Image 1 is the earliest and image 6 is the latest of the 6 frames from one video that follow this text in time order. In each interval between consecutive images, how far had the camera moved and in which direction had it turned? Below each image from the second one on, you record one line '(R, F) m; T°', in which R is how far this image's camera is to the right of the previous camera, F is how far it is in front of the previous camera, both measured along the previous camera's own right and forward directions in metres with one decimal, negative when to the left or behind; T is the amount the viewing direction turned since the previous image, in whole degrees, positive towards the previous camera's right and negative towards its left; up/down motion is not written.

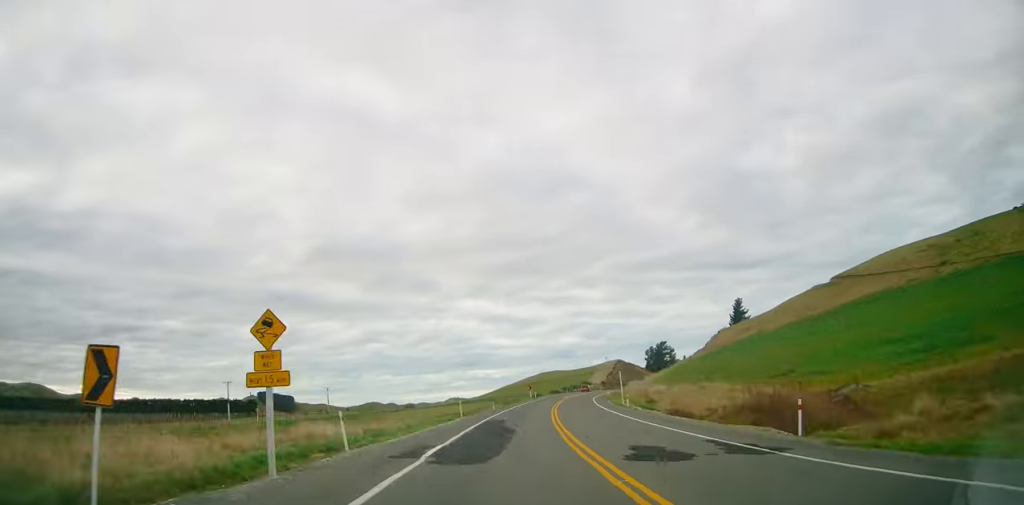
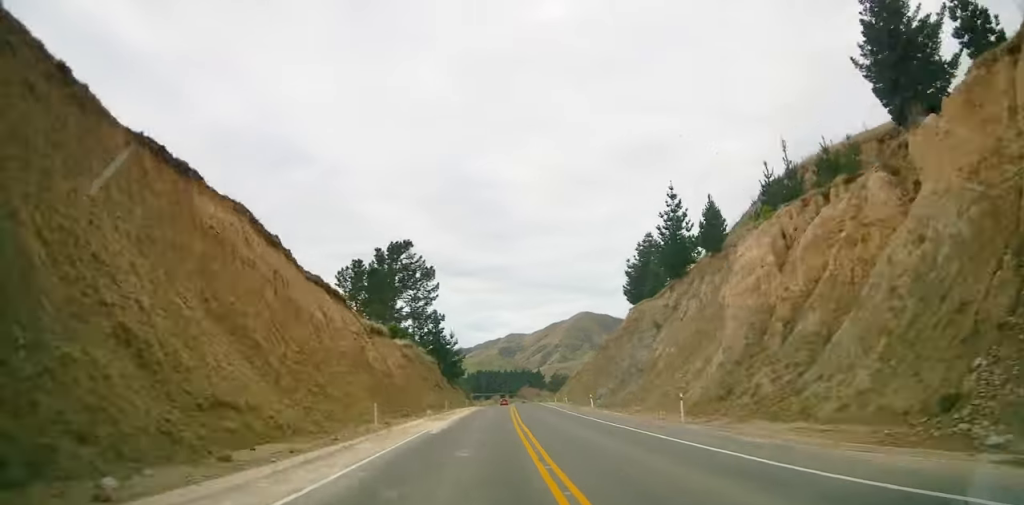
(+53.9, +197.4) m; +24°
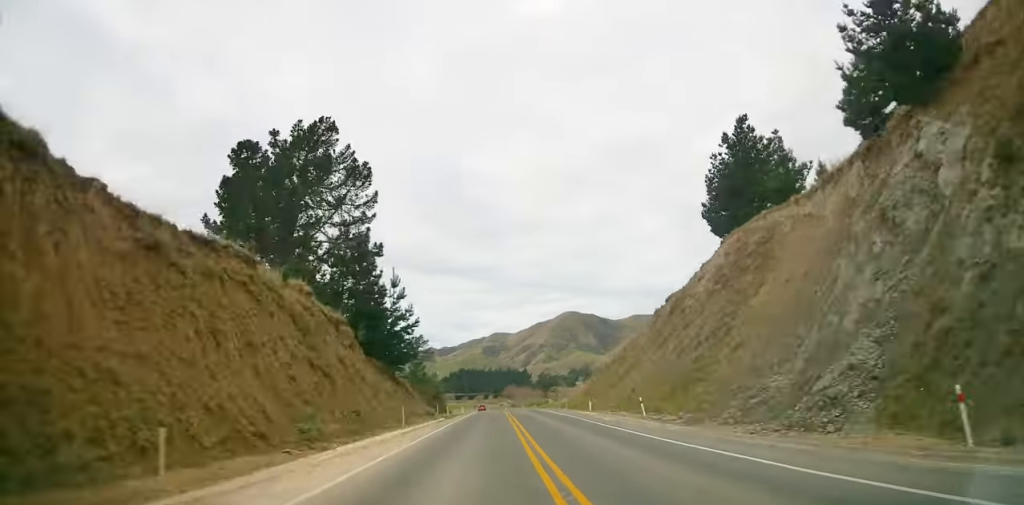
(+1.5, +39.4) m; +1°
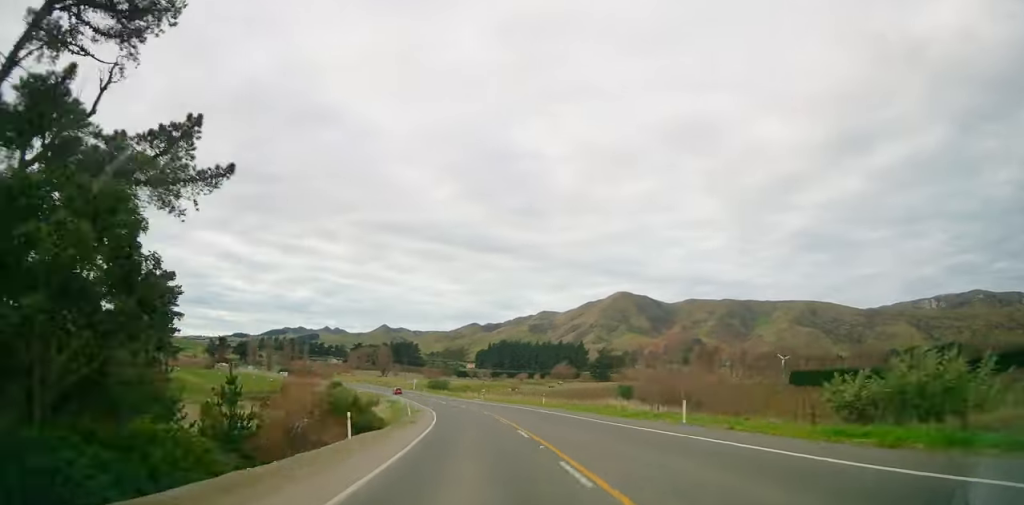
(-2.0, +128.1) m; -9°
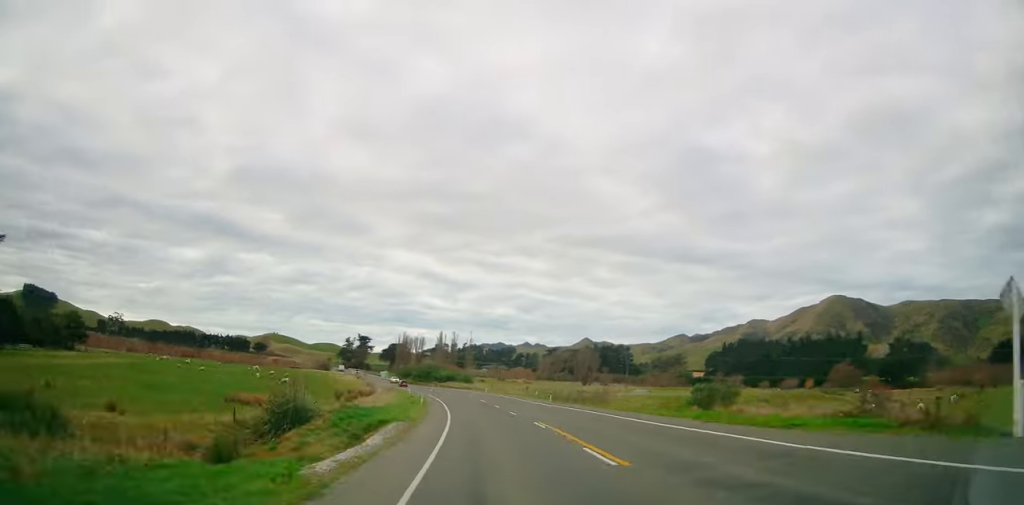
(-27.7, +141.1) m; -20°
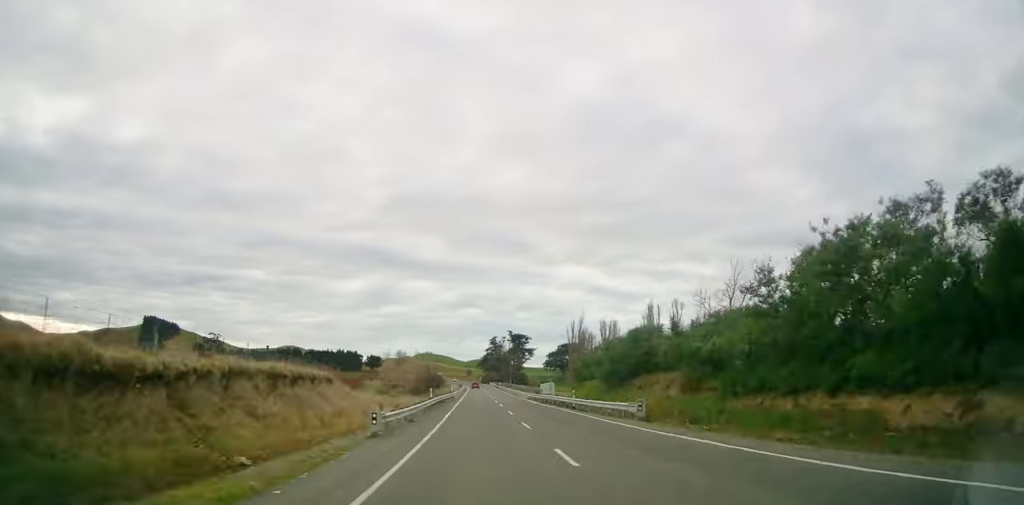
(-17.8, +136.3) m; -12°
